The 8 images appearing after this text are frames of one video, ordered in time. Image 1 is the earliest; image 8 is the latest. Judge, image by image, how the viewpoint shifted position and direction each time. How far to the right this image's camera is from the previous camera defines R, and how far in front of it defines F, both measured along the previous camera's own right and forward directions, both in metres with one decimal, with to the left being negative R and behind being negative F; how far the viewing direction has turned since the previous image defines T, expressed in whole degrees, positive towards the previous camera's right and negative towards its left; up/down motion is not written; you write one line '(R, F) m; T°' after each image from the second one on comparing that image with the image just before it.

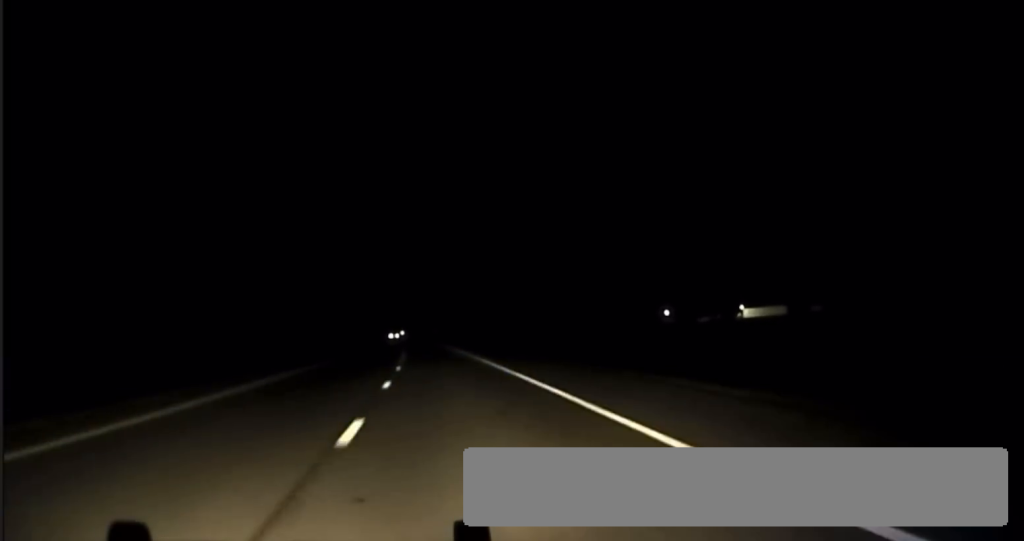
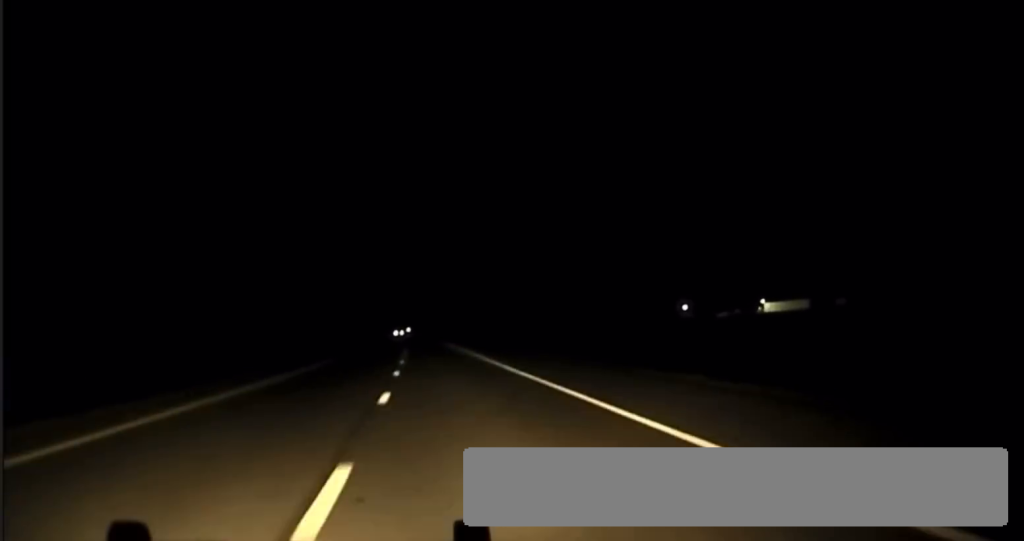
(-0.2, +30.3) m; 0°
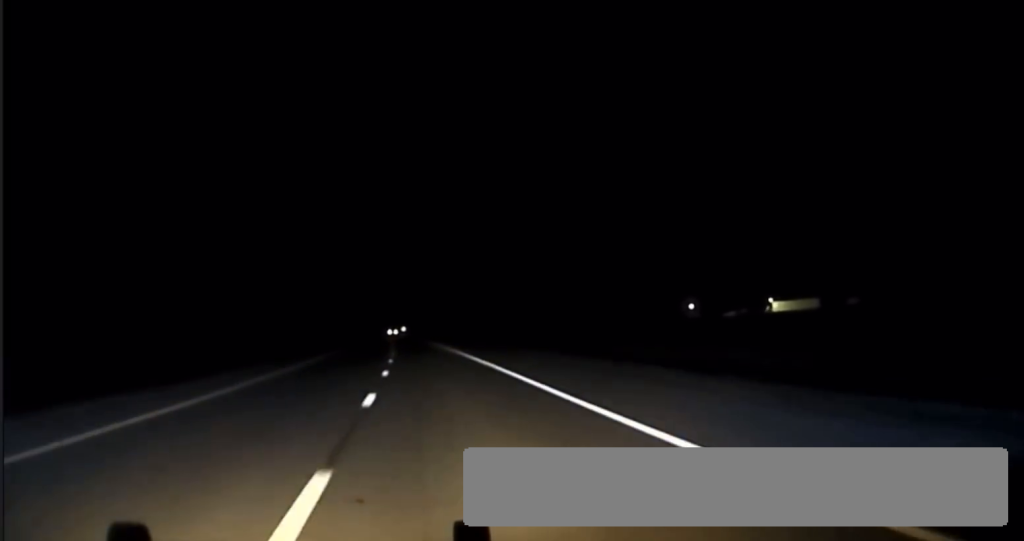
(+0.3, +26.2) m; -1°
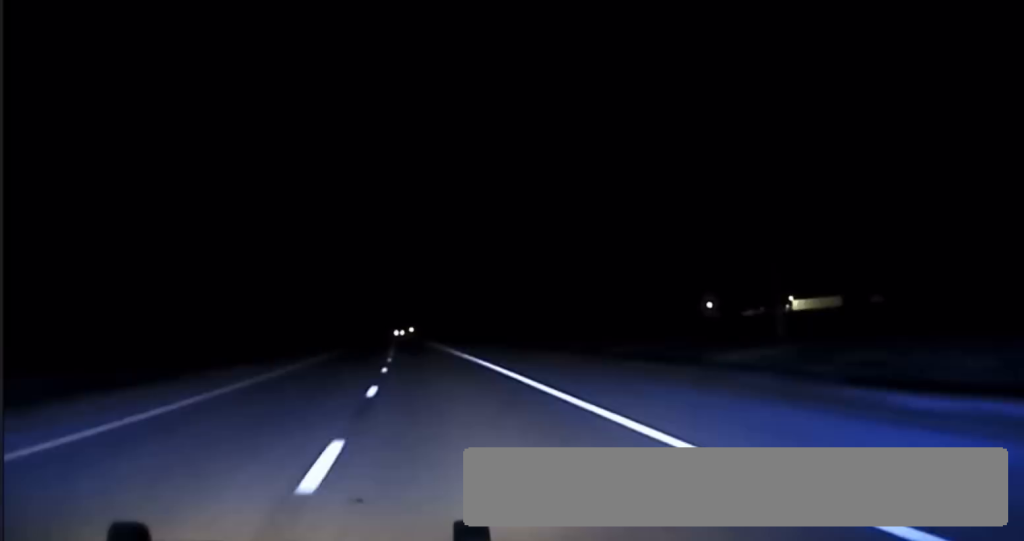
(-0.2, +22.8) m; 0°
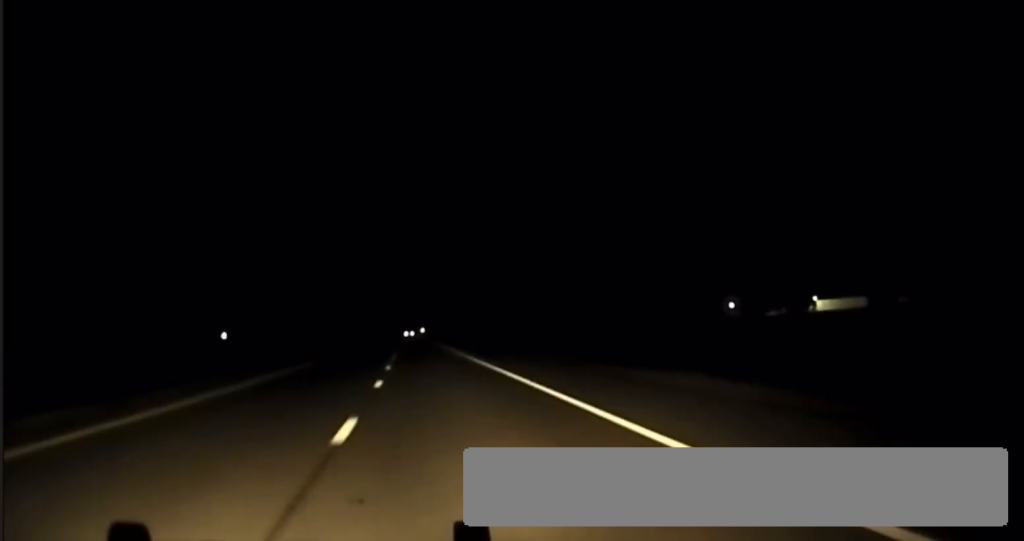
(-0.4, +21.8) m; 0°
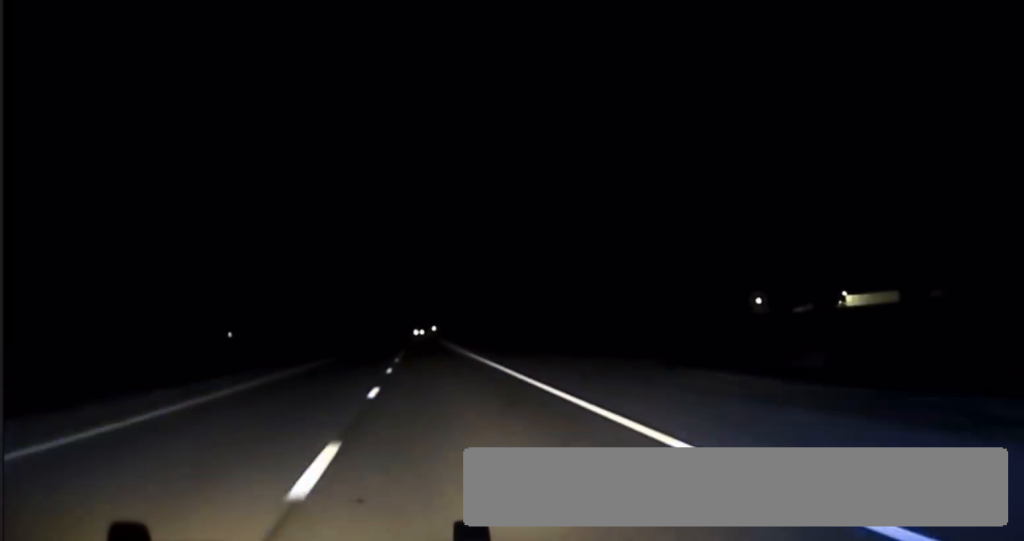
(+0.2, +29.5) m; 0°
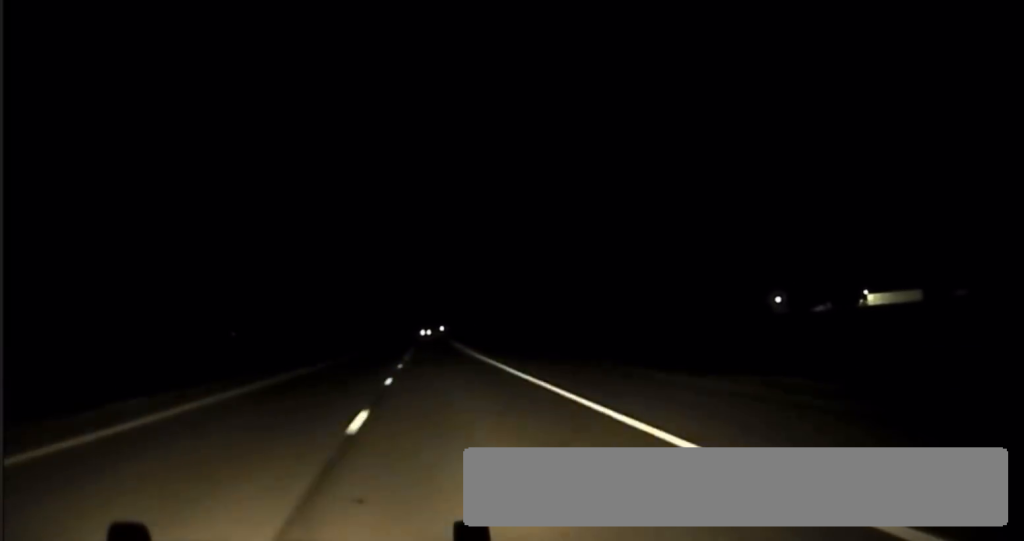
(+0.1, +19.9) m; 0°
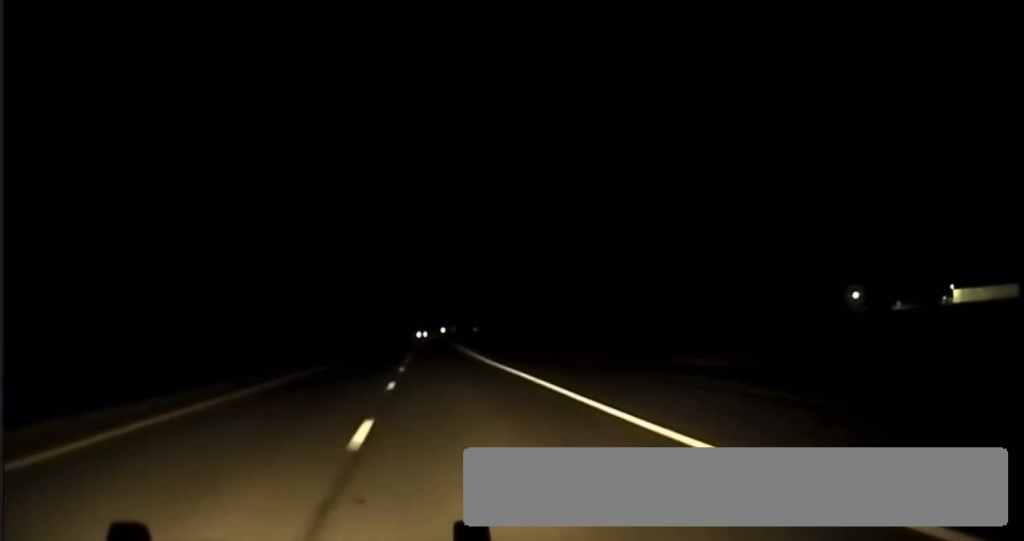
(-0.6, +103.1) m; 0°
